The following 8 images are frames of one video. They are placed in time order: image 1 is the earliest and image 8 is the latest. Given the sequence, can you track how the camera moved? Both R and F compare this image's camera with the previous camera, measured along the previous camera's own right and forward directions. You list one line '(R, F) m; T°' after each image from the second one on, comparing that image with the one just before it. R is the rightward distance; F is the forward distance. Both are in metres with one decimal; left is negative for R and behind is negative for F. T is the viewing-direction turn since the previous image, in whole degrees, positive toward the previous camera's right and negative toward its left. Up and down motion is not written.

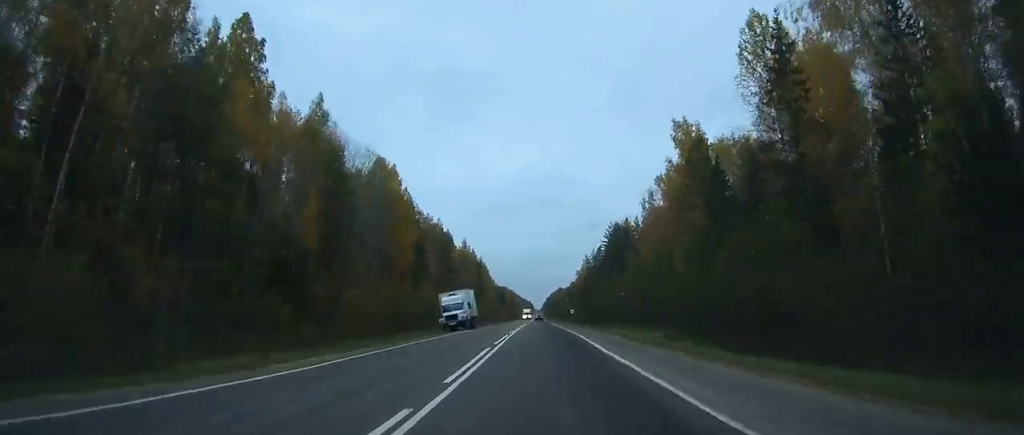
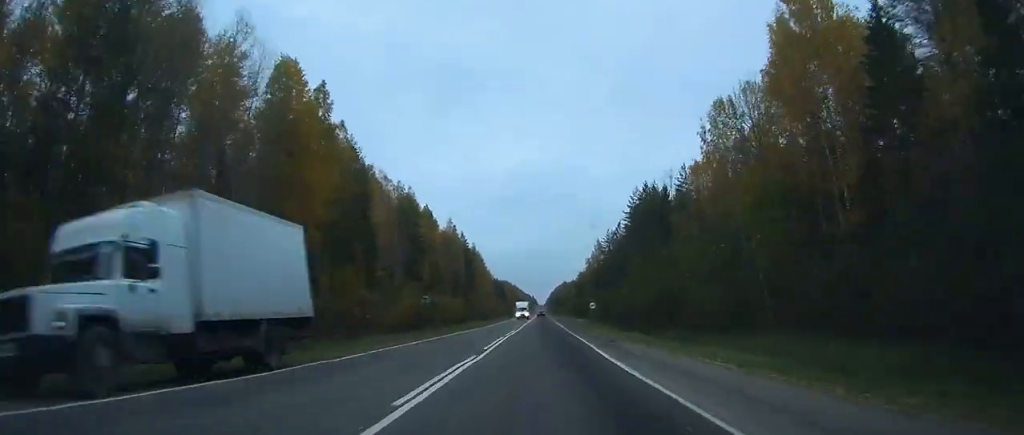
(-0.1, +39.1) m; 0°
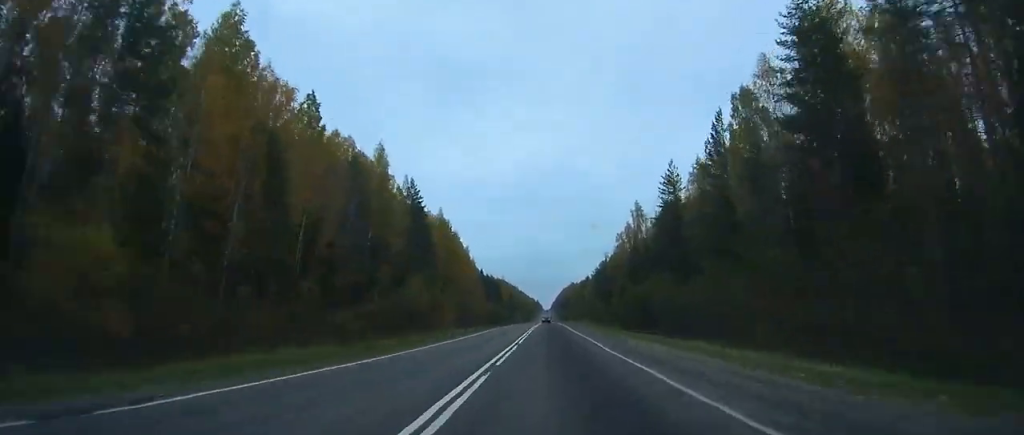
(+0.2, +76.3) m; 0°
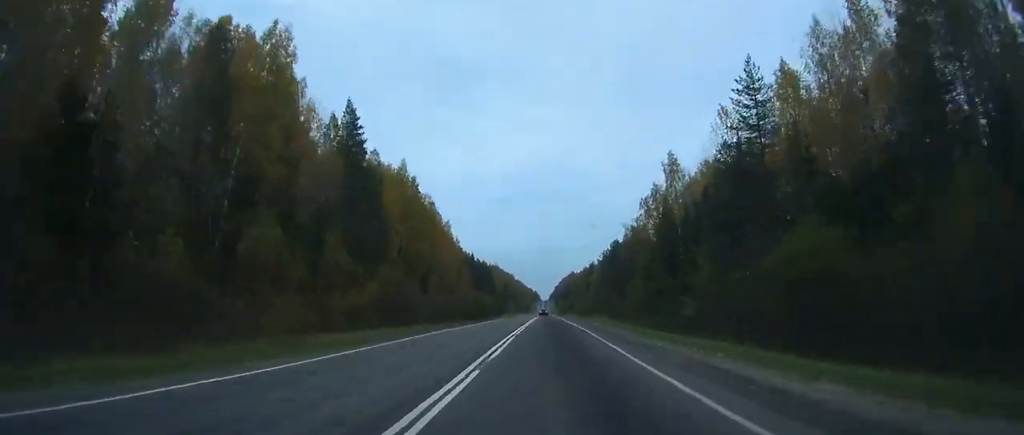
(0.0, +34.7) m; 0°
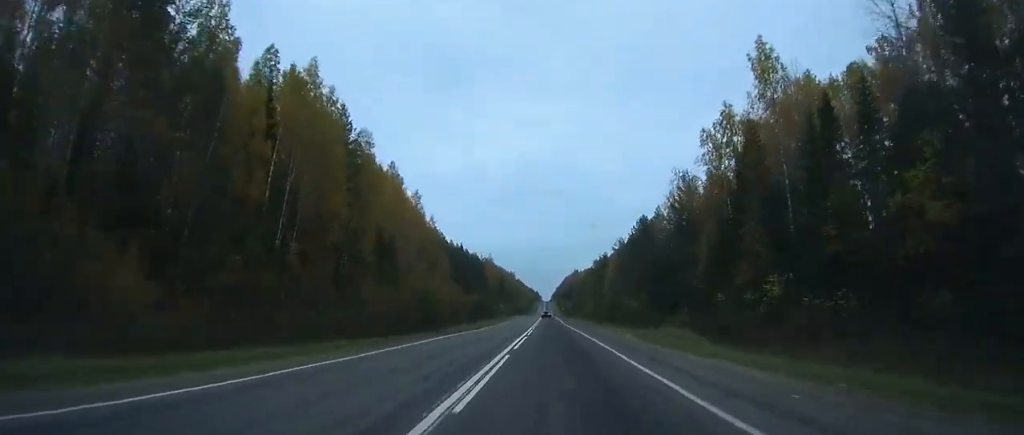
(0.0, +40.7) m; 0°
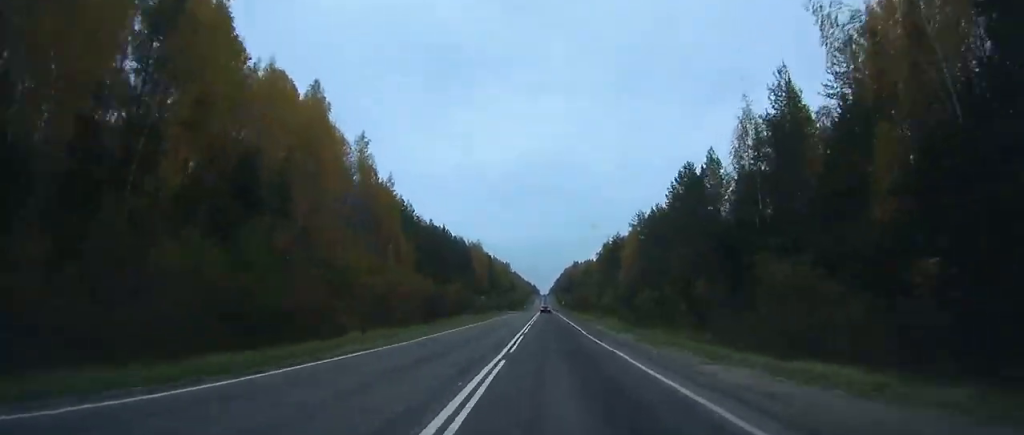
(0.0, +39.0) m; 0°
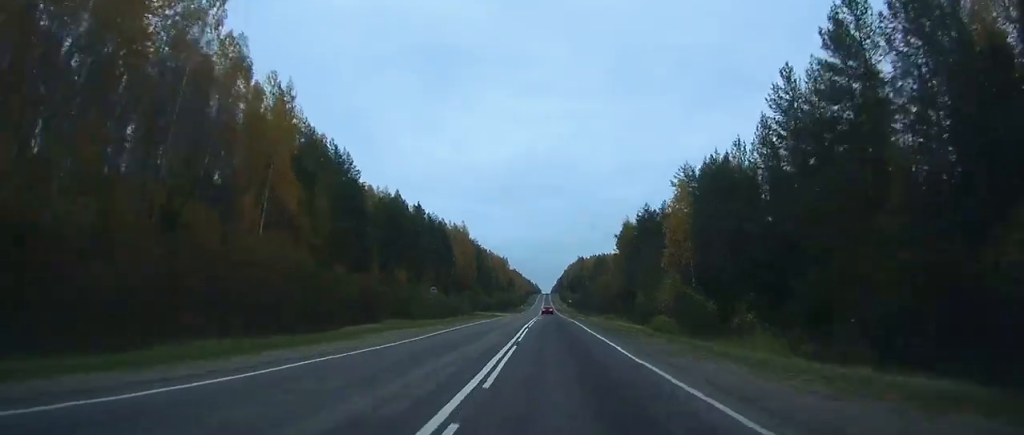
(0.0, +44.9) m; 0°
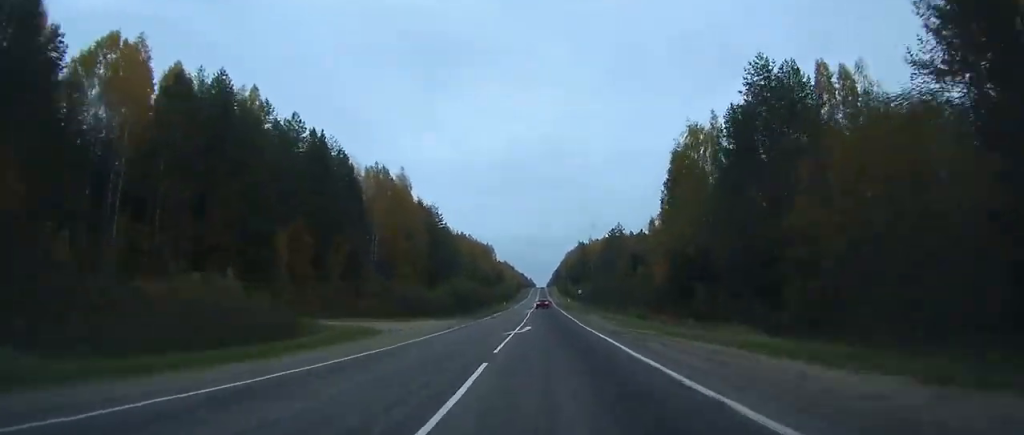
(+0.1, +67.2) m; 0°
